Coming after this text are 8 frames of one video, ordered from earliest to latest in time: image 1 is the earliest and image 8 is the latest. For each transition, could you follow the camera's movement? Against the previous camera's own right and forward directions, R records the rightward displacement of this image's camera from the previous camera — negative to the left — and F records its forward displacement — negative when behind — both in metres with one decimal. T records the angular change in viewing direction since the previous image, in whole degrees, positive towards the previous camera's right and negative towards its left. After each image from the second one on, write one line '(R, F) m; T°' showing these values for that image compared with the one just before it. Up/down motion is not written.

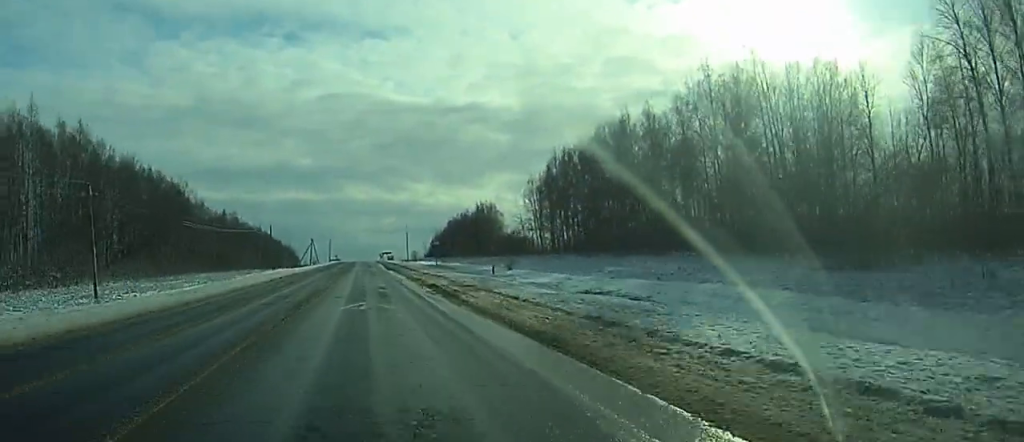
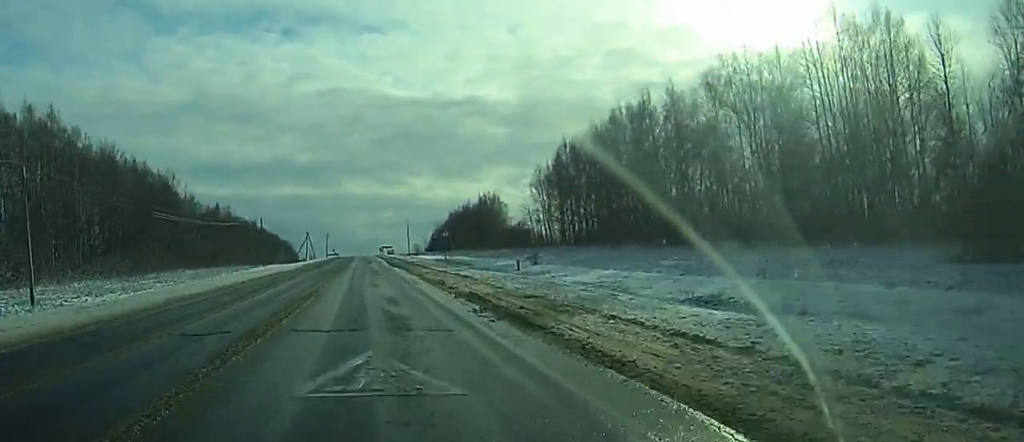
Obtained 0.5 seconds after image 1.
(+0.1, +13.2) m; 0°
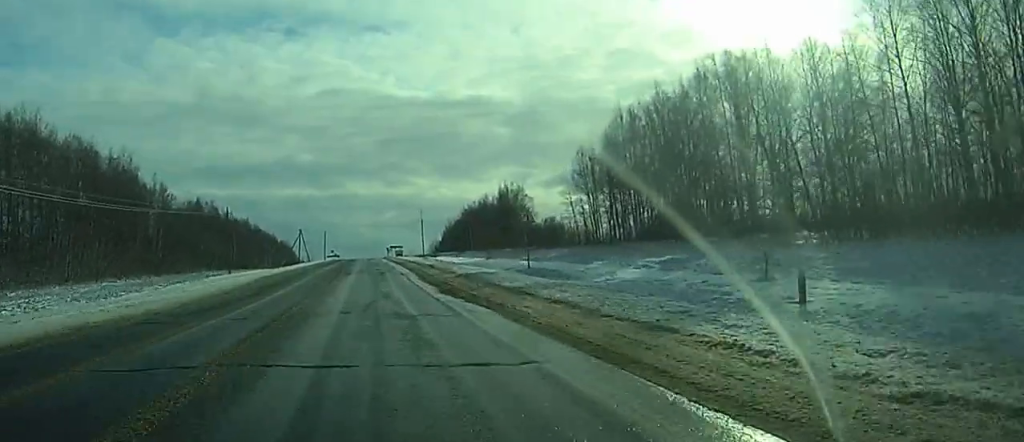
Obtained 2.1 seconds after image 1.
(+0.2, +43.1) m; +1°
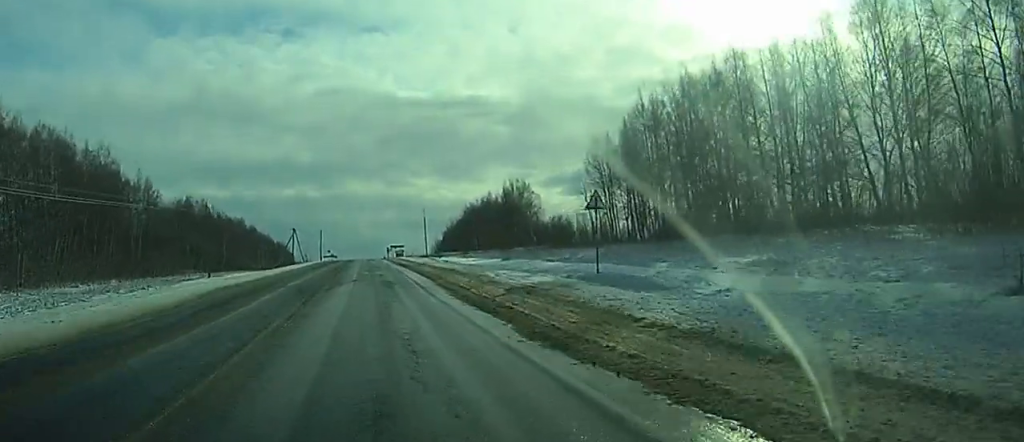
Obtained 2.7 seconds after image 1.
(0.0, +14.0) m; 0°
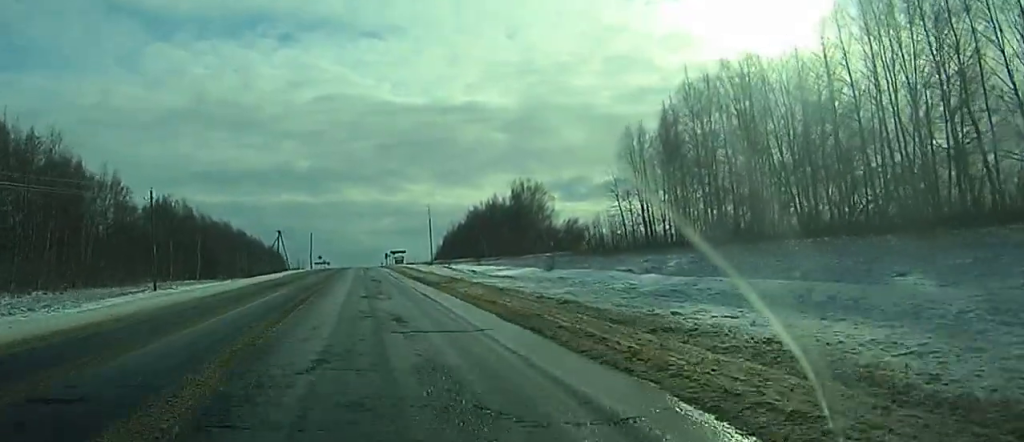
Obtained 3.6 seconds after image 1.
(+0.1, +24.4) m; +1°
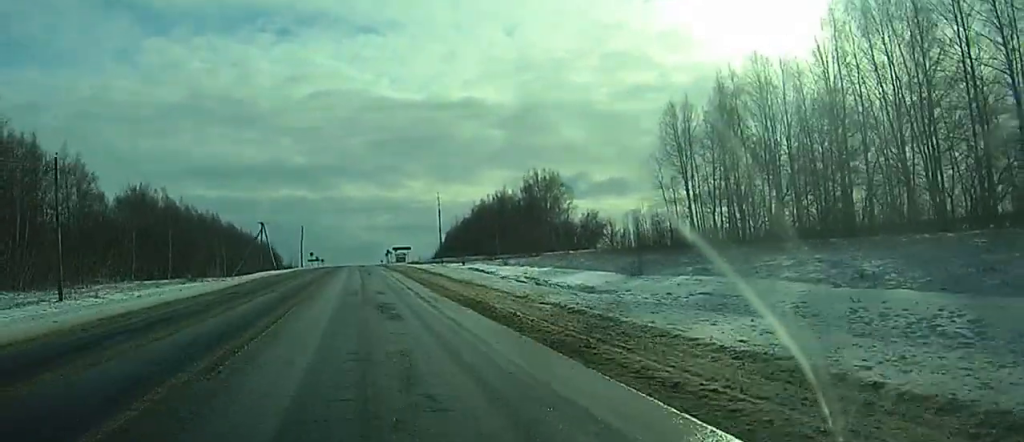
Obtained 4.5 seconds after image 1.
(+0.3, +23.5) m; -1°
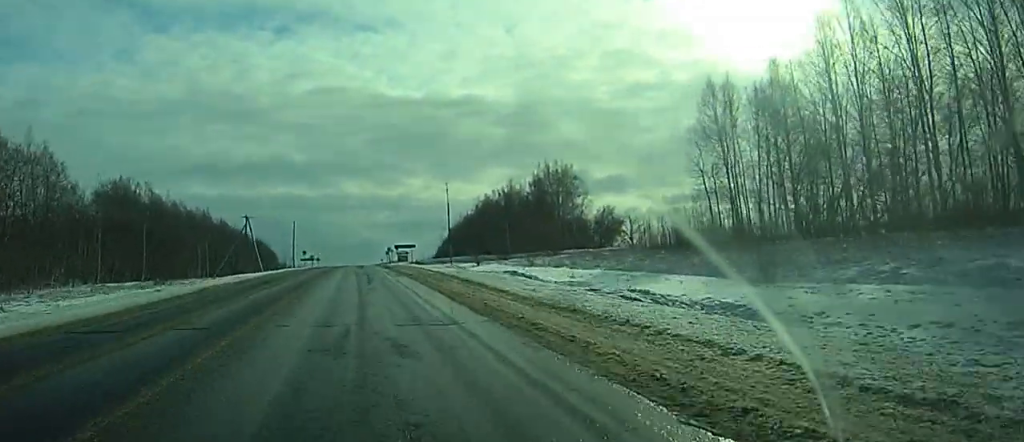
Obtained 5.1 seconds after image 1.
(-0.2, +16.5) m; -1°
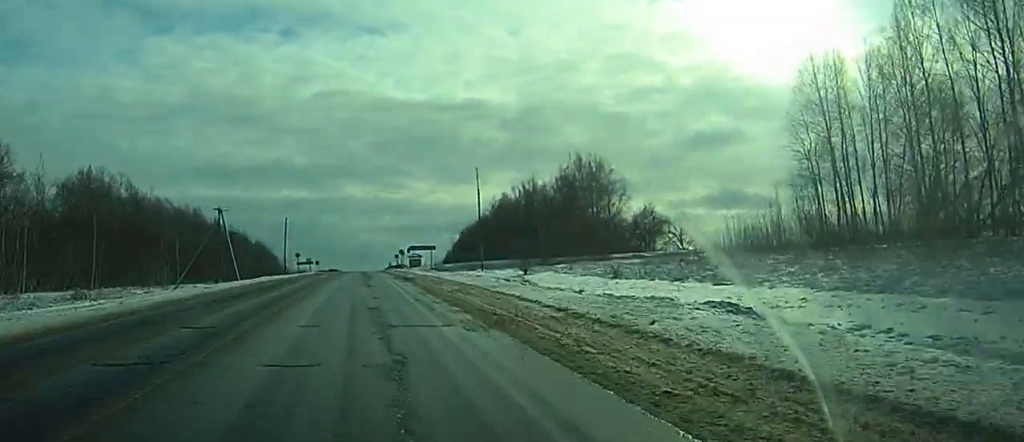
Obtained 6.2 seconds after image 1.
(-0.4, +26.9) m; 0°
